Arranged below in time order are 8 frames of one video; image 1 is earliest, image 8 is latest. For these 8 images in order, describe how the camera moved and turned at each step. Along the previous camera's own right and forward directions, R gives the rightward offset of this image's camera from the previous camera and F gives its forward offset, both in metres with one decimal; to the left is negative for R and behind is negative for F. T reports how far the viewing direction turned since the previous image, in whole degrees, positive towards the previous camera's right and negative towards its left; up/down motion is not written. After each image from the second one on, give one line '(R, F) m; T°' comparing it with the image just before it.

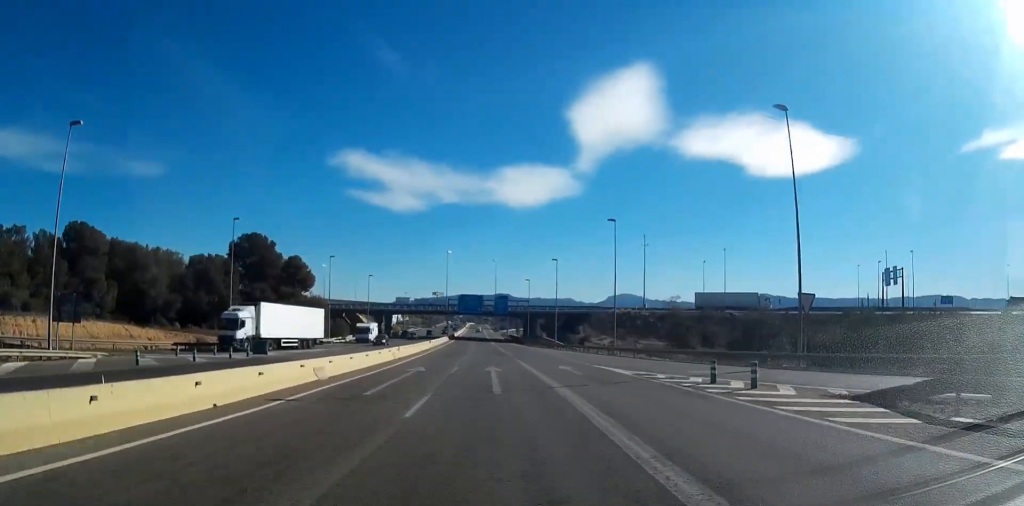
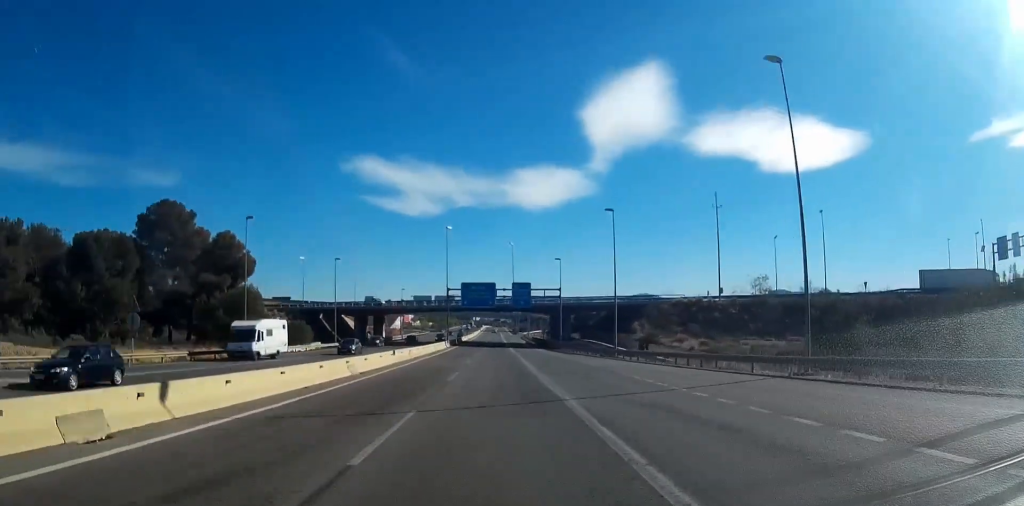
(-0.5, +35.0) m; -2°
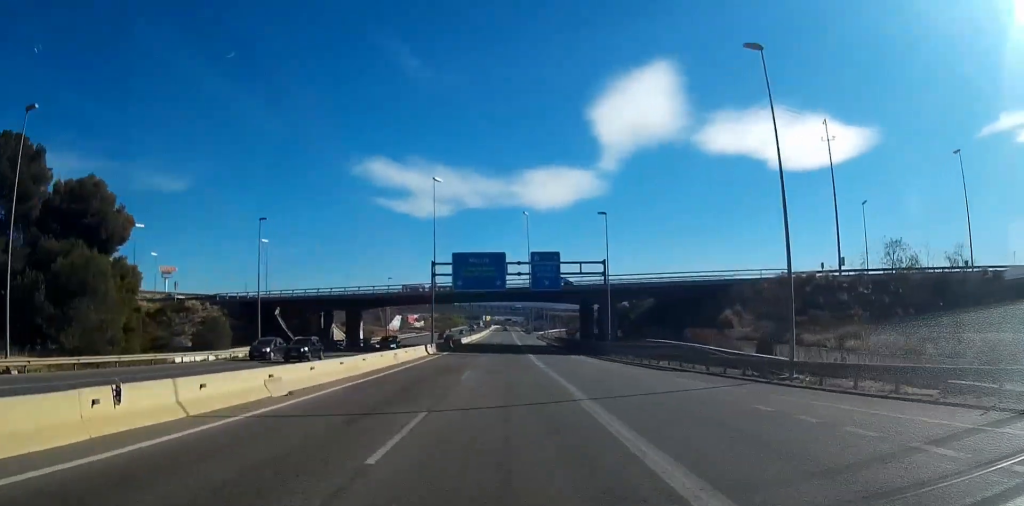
(-0.4, +31.2) m; -1°
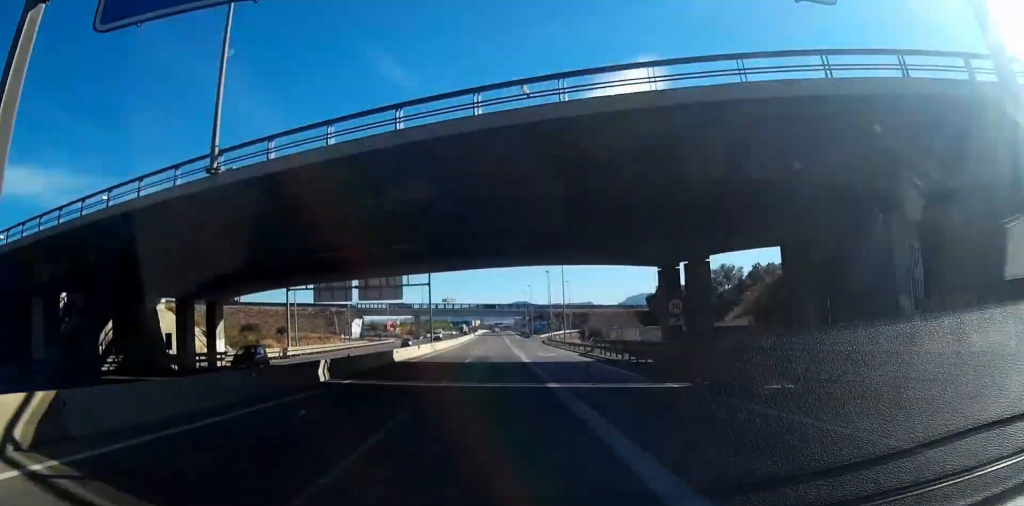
(-0.2, +50.9) m; 0°
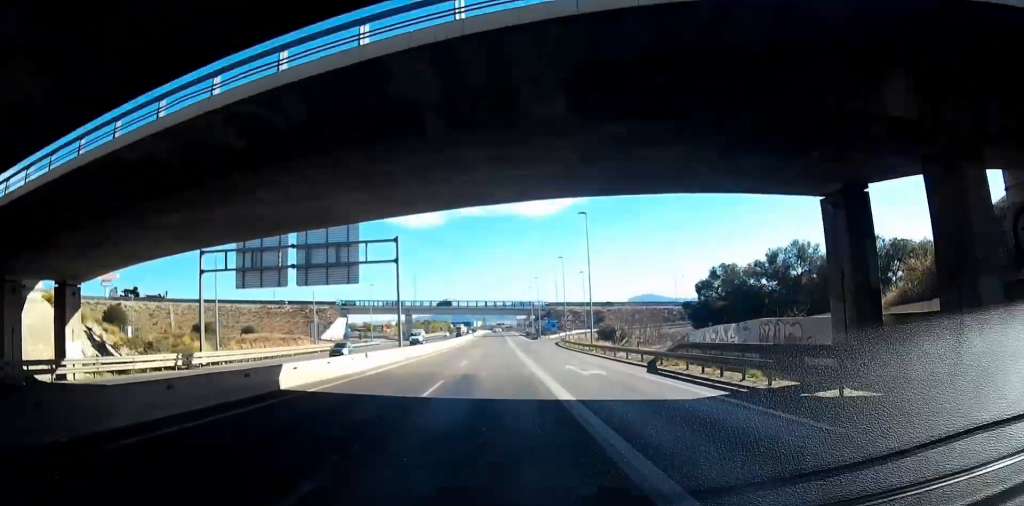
(0.0, +21.6) m; +1°
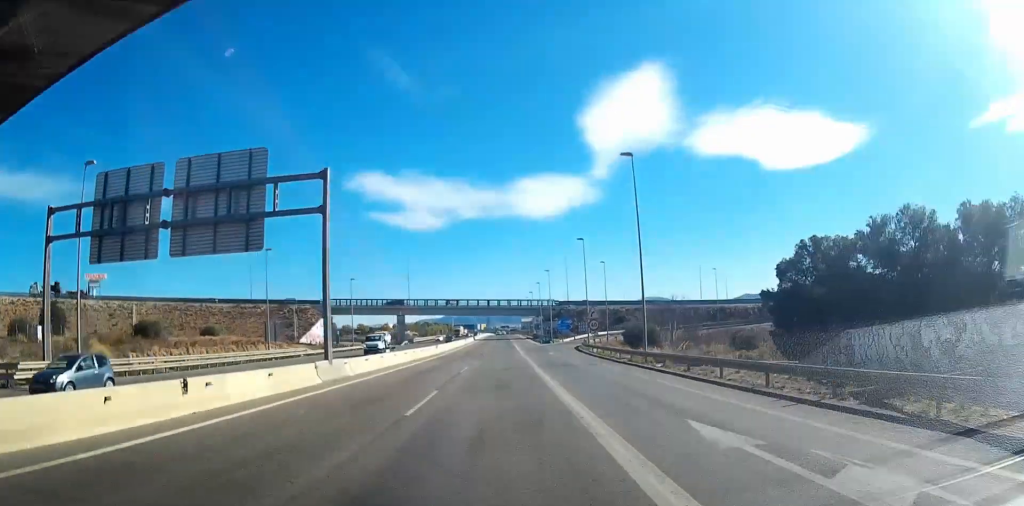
(+0.3, +19.7) m; 0°
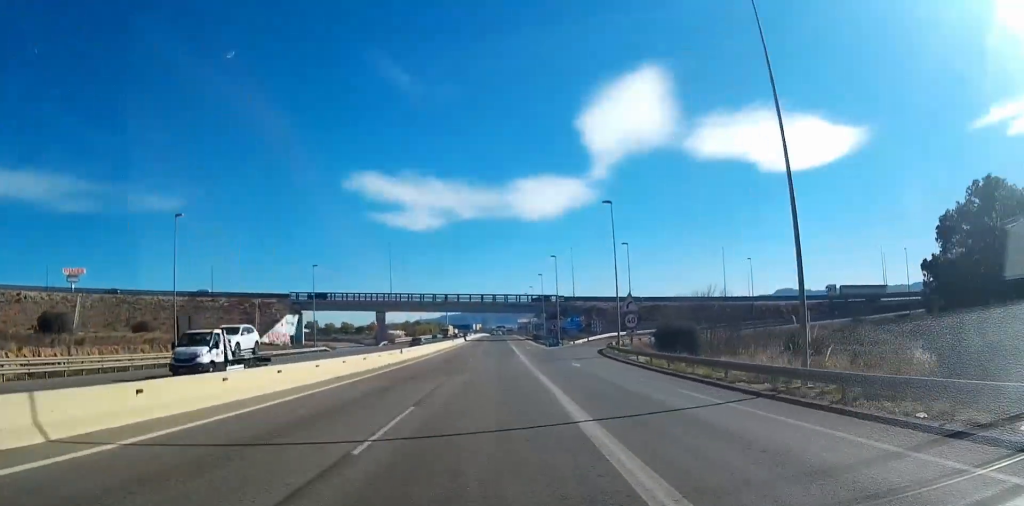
(-0.1, +20.6) m; -1°
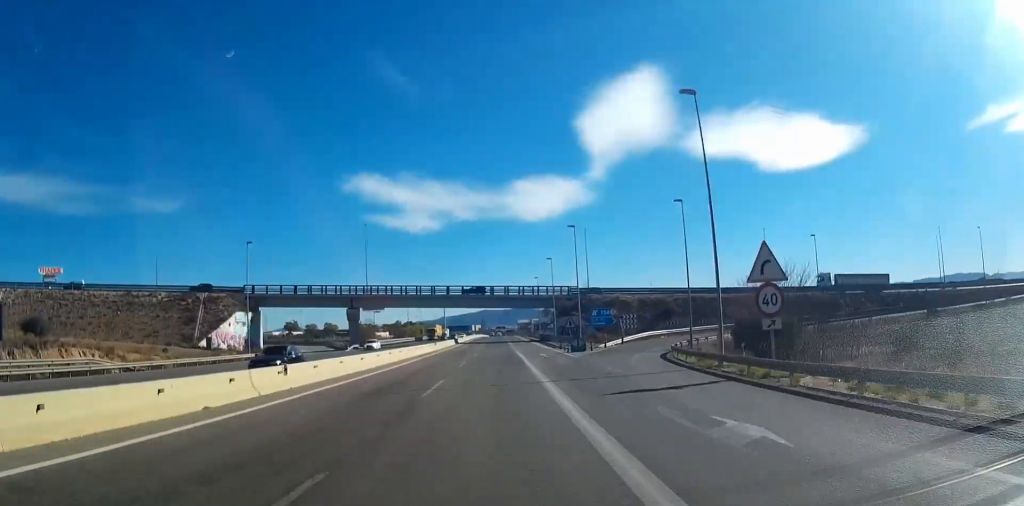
(-0.2, +24.2) m; 0°
